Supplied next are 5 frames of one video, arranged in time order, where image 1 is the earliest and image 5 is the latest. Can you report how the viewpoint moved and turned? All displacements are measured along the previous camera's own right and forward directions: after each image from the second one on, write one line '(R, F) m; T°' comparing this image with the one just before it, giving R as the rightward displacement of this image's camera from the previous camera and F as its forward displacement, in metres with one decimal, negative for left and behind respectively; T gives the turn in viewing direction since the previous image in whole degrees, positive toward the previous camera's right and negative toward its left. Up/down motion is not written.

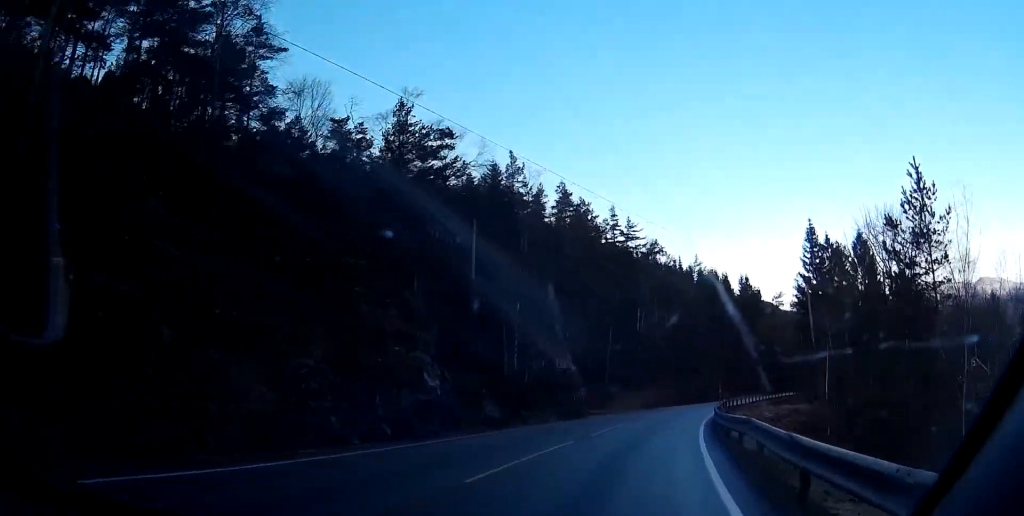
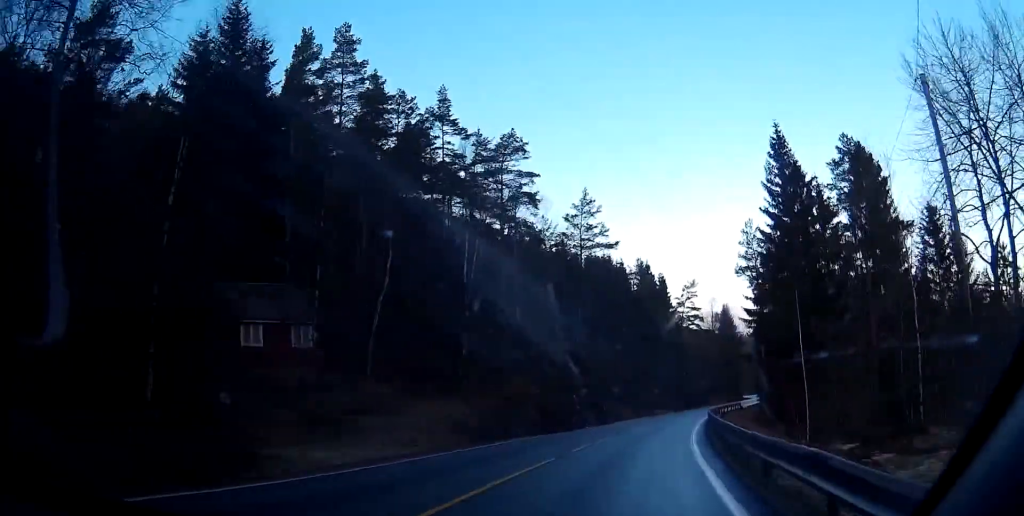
(+2.5, +37.3) m; +5°
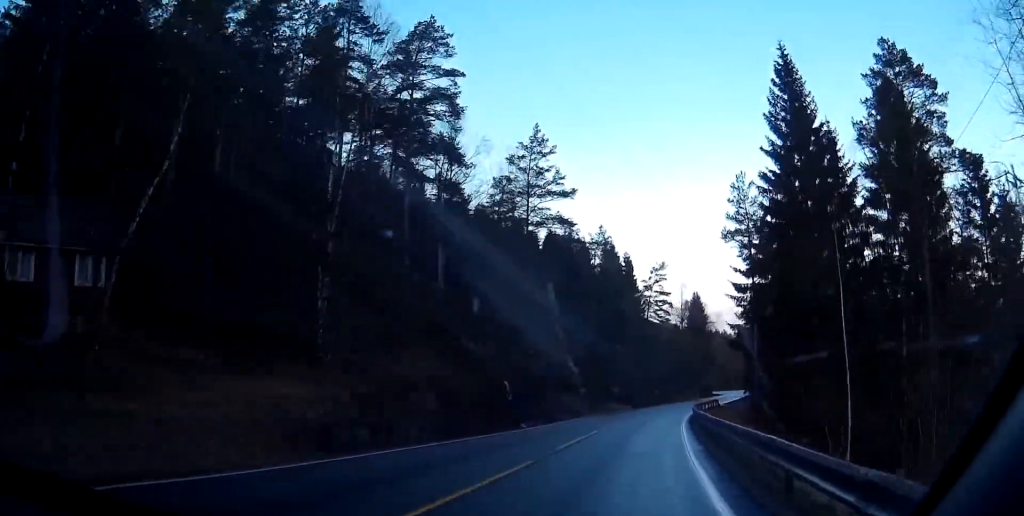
(0.0, +12.7) m; +4°
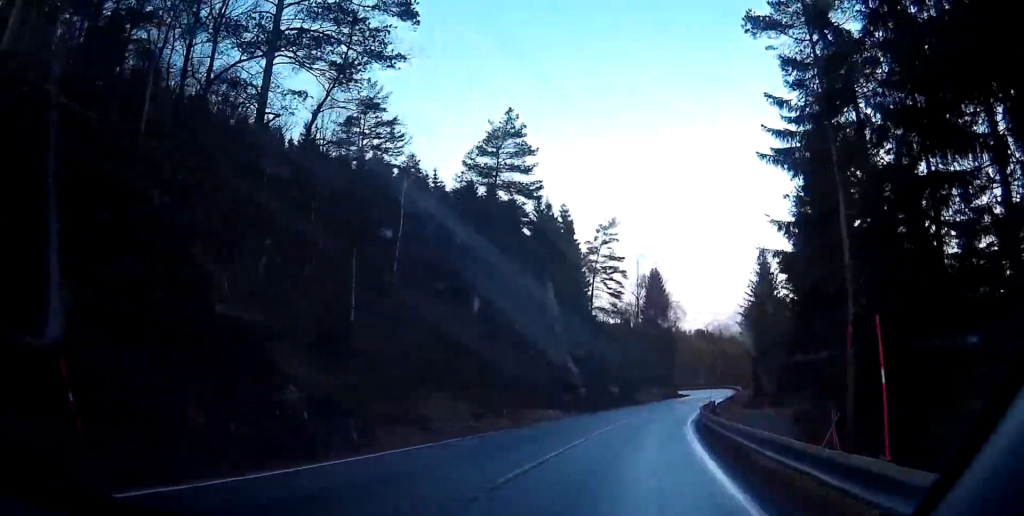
(+2.4, +31.3) m; +5°
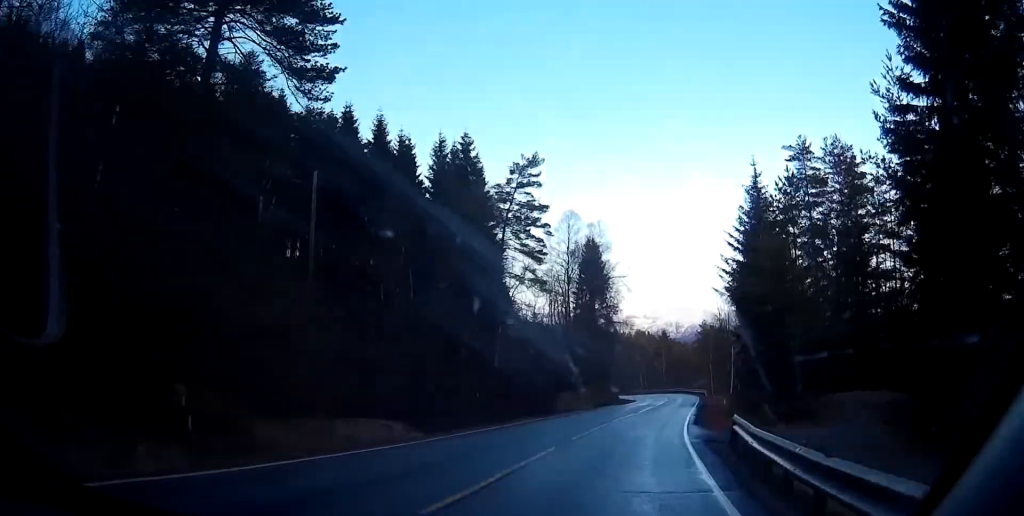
(+1.3, +26.5) m; +8°
